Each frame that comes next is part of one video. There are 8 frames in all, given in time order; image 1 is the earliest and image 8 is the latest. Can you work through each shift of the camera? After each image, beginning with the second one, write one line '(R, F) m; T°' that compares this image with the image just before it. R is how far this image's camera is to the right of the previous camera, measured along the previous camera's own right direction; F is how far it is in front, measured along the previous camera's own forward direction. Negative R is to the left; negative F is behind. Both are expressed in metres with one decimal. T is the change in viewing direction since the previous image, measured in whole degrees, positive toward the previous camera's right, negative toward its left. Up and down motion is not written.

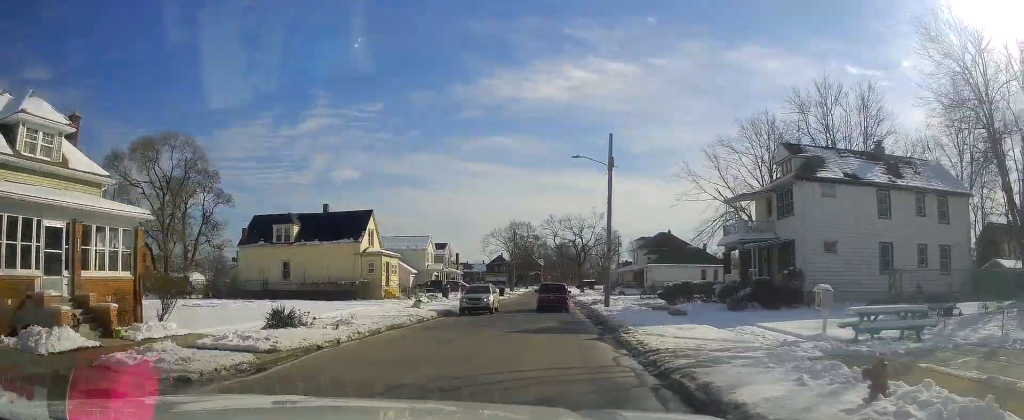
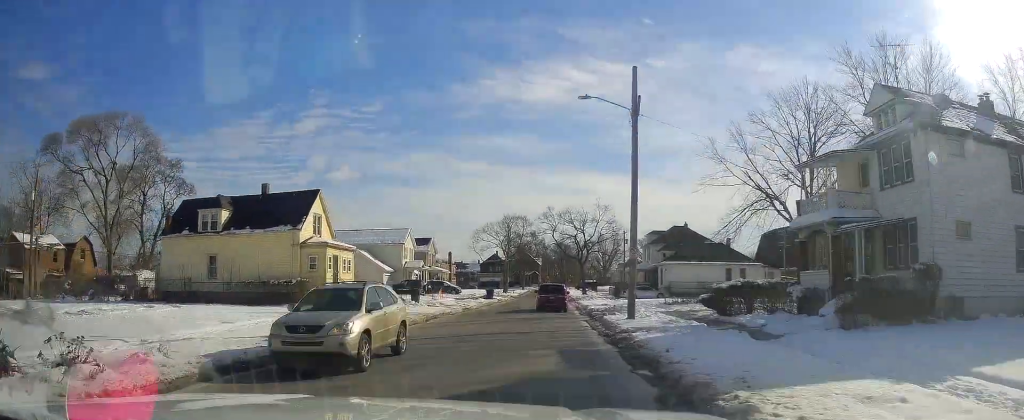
(+0.2, +11.5) m; +2°
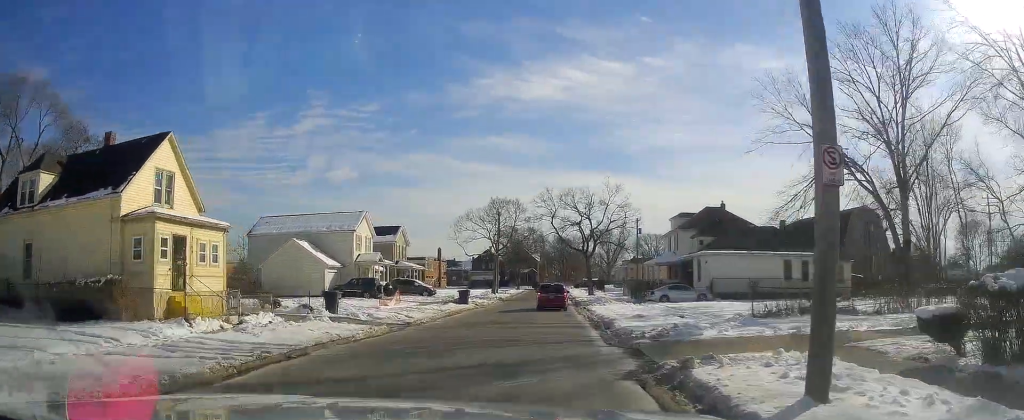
(+0.2, +15.9) m; 0°
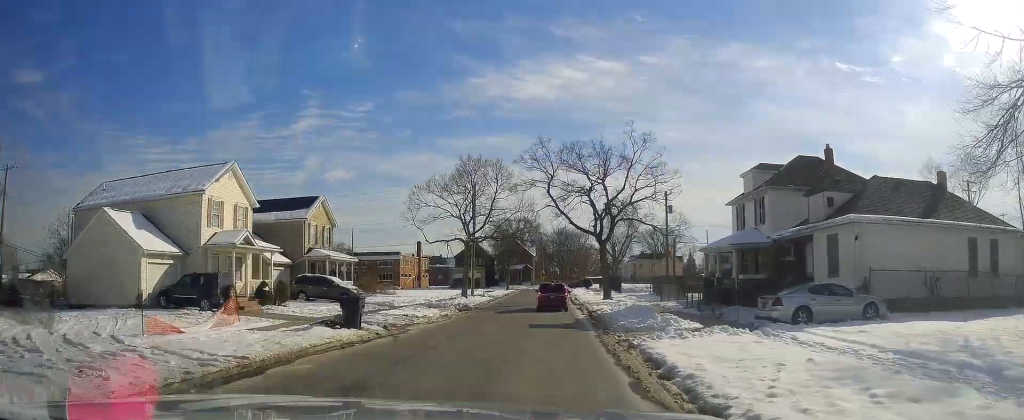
(-0.2, +21.1) m; 0°
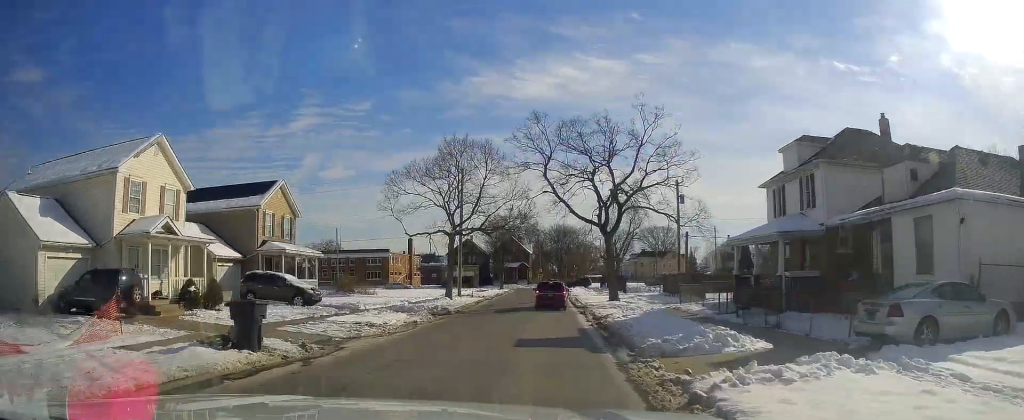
(0.0, +7.0) m; 0°
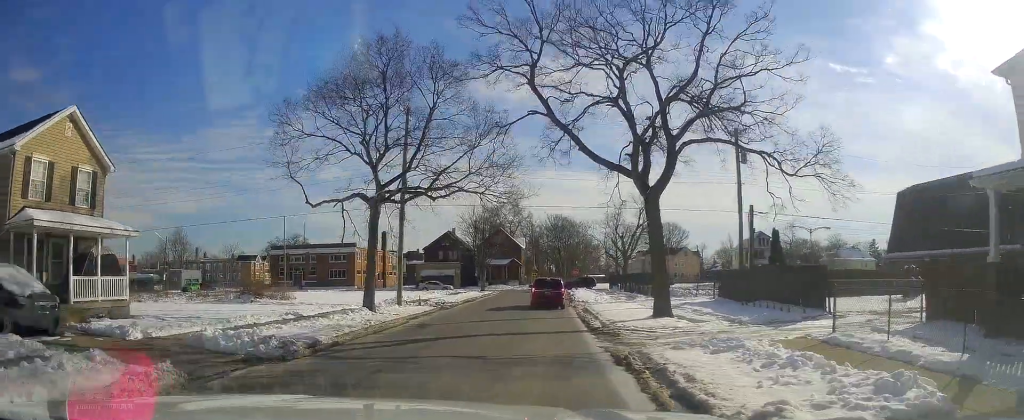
(0.0, +22.4) m; -3°
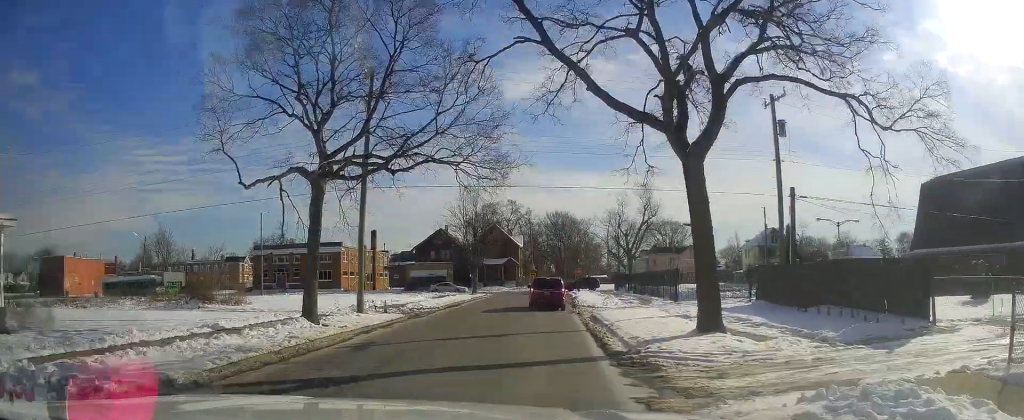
(-0.4, +7.4) m; -1°
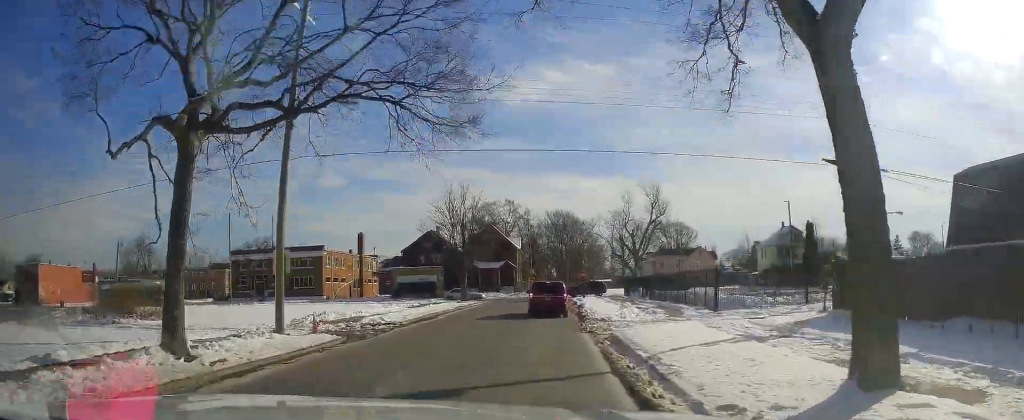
(-0.2, +8.7) m; 0°
